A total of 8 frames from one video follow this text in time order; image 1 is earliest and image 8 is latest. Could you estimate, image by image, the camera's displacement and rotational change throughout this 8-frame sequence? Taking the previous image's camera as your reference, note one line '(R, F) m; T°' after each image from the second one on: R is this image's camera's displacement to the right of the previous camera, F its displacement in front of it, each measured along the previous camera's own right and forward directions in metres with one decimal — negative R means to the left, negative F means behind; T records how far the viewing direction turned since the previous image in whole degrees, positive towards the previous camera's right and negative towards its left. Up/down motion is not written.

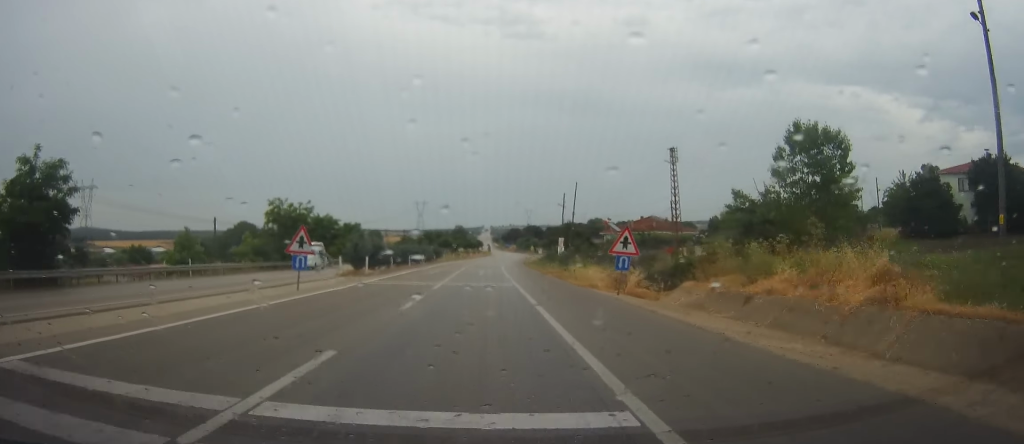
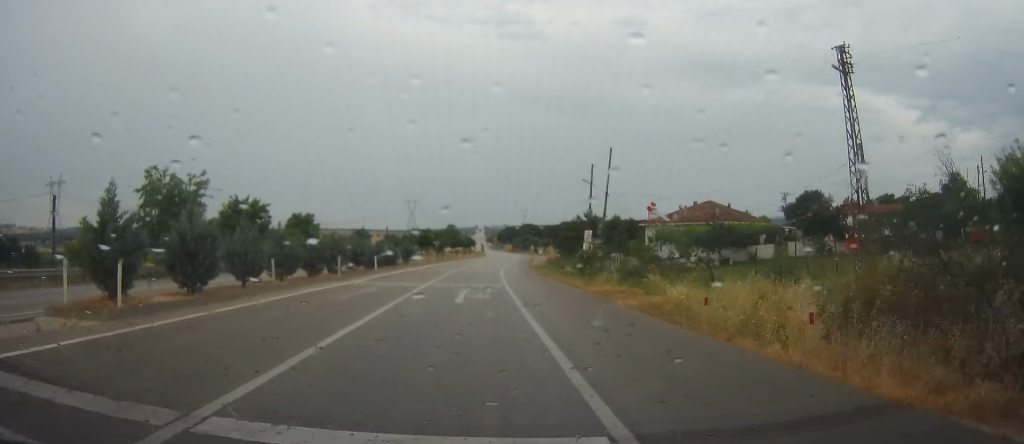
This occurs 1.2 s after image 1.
(-0.5, +26.4) m; 0°
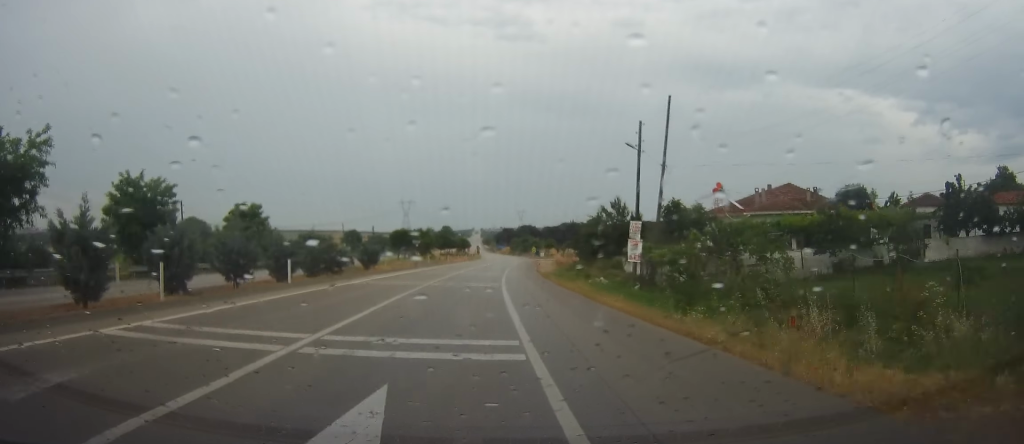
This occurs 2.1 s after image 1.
(+0.4, +19.5) m; +2°
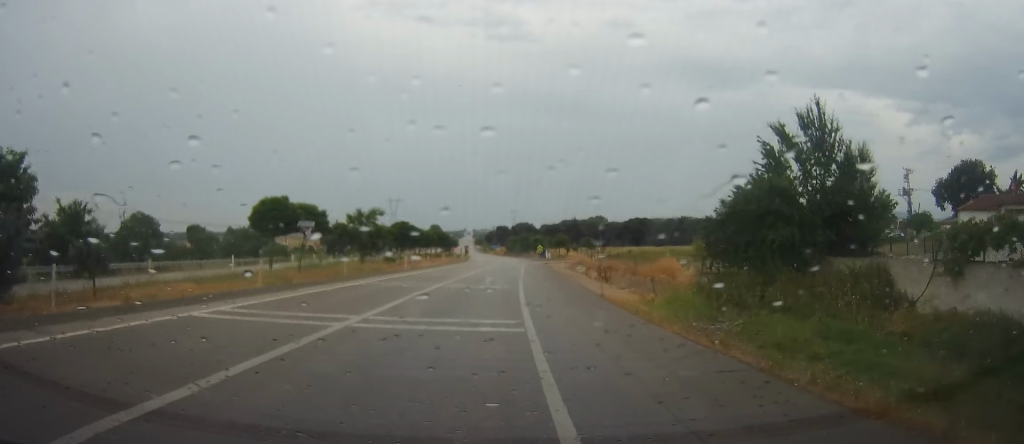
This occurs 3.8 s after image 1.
(-0.1, +37.2) m; -2°
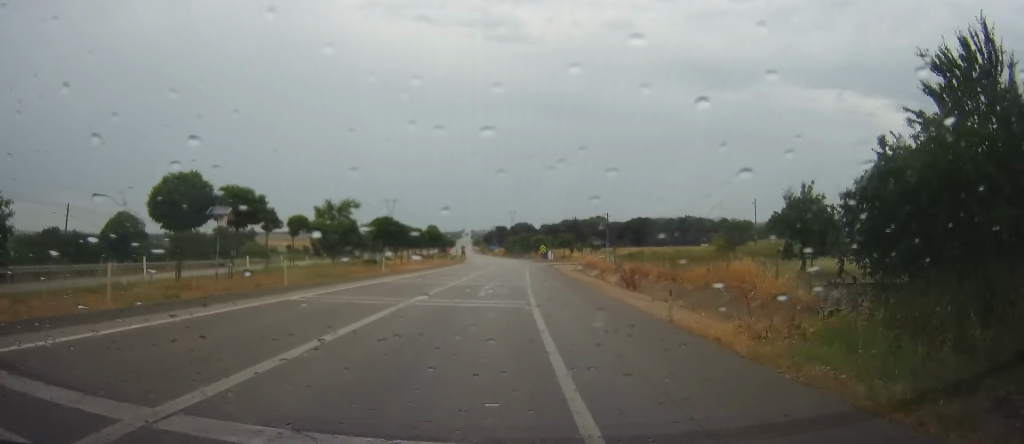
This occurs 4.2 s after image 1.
(-0.4, +9.1) m; -1°
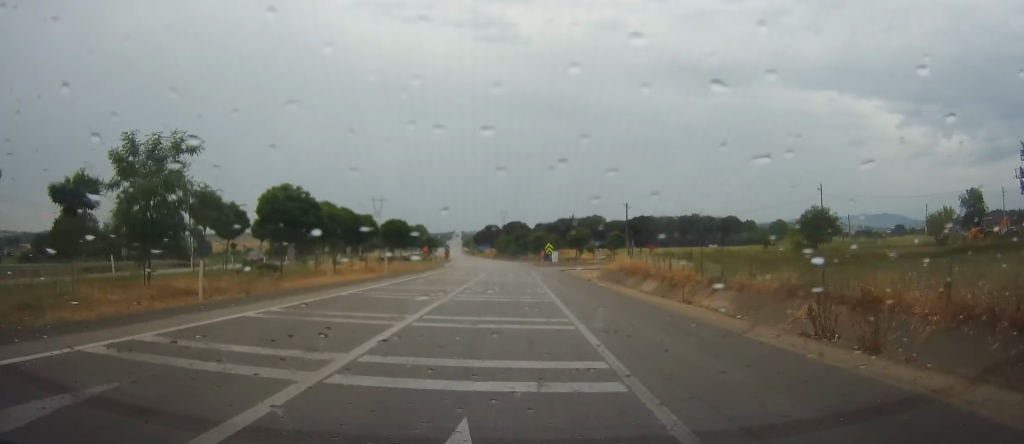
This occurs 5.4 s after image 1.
(+0.4, +24.6) m; 0°
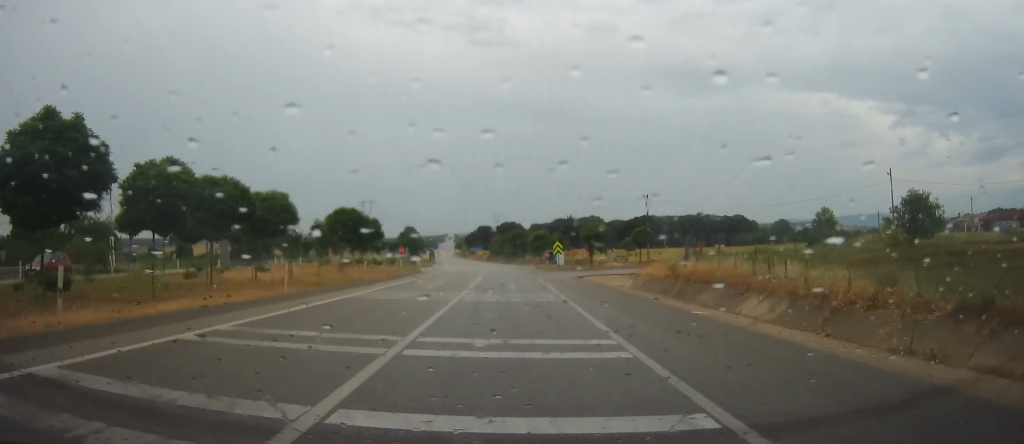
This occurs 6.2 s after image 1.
(-0.4, +16.7) m; -1°
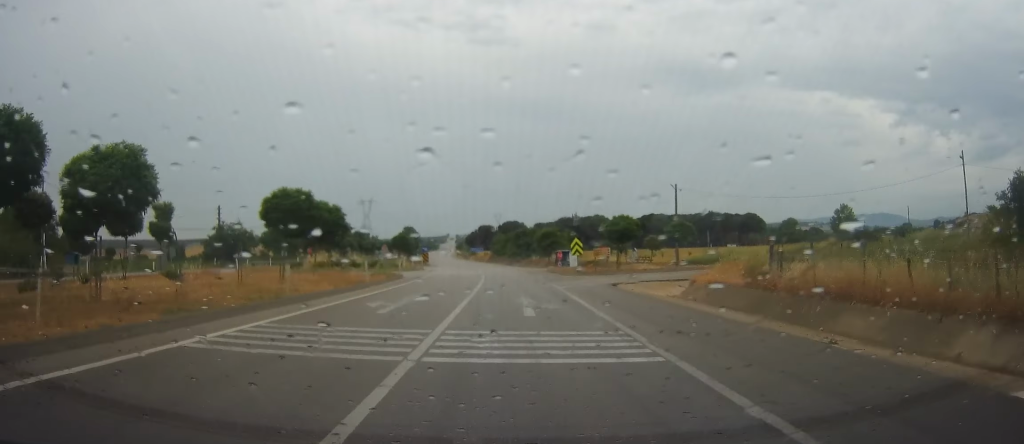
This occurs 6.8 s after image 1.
(0.0, +12.4) m; 0°
